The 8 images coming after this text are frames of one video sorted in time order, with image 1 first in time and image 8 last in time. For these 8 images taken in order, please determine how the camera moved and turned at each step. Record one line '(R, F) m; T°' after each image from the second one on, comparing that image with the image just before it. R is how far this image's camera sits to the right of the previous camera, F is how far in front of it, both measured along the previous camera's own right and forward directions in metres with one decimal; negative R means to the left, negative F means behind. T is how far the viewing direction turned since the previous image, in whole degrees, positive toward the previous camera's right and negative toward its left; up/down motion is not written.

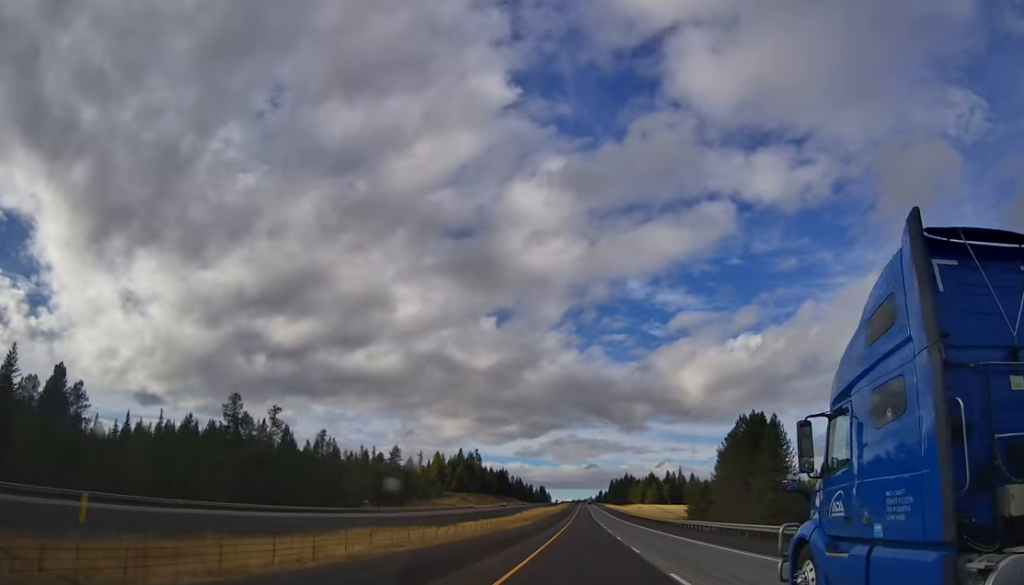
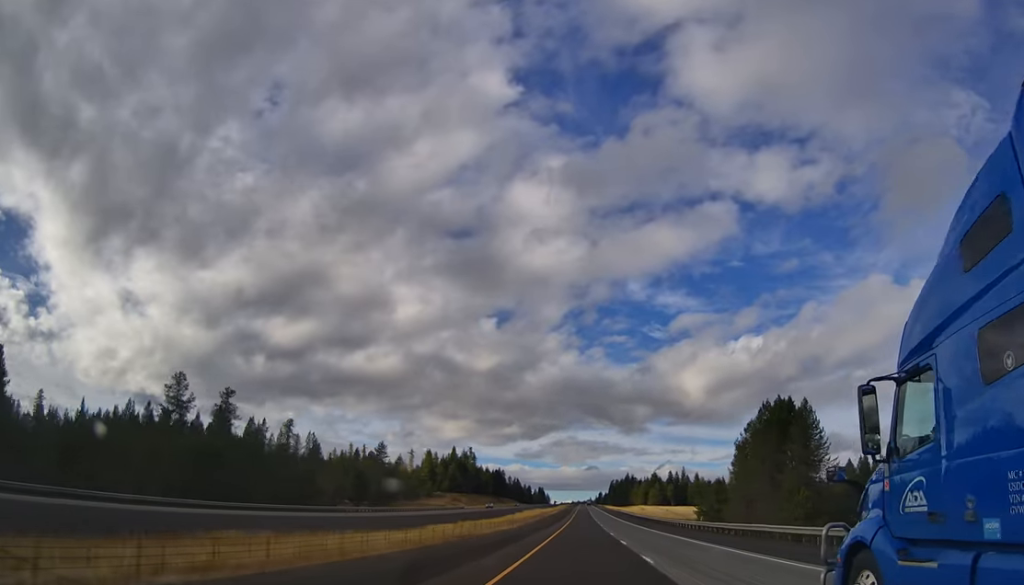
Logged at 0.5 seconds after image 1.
(+0.1, +18.4) m; 0°
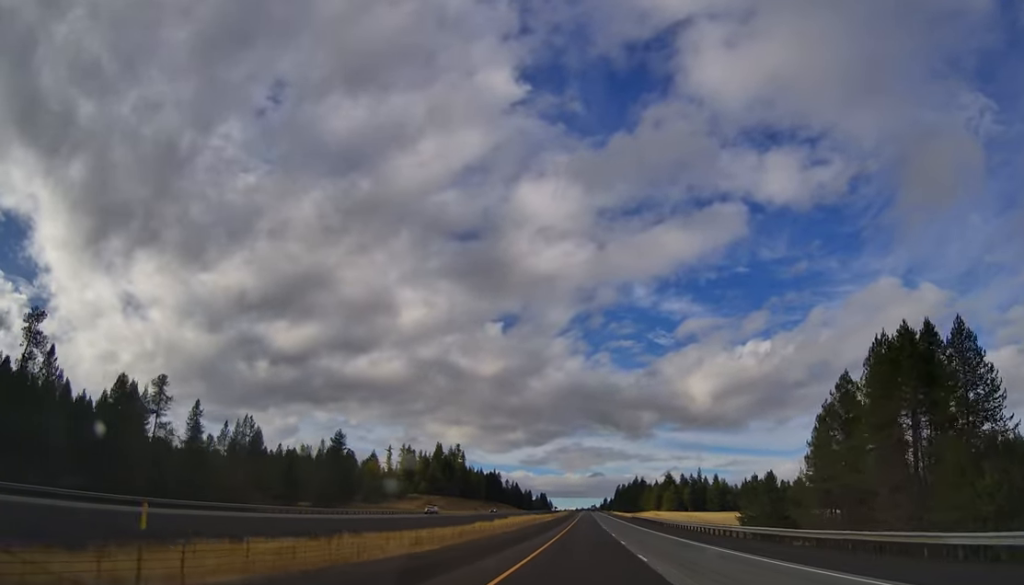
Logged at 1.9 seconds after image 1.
(-0.5, +47.2) m; -1°
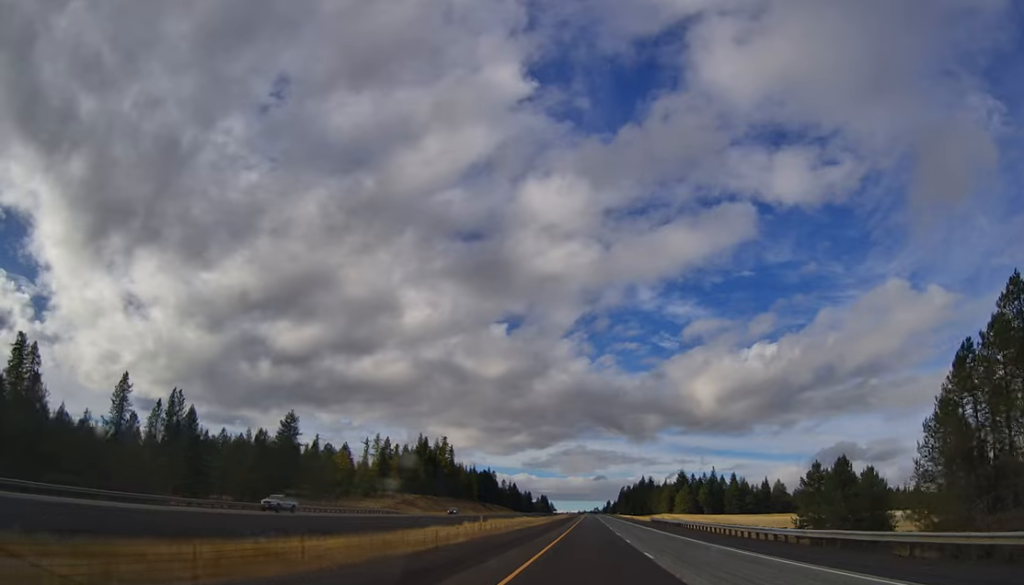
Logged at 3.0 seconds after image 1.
(-0.2, +36.6) m; 0°
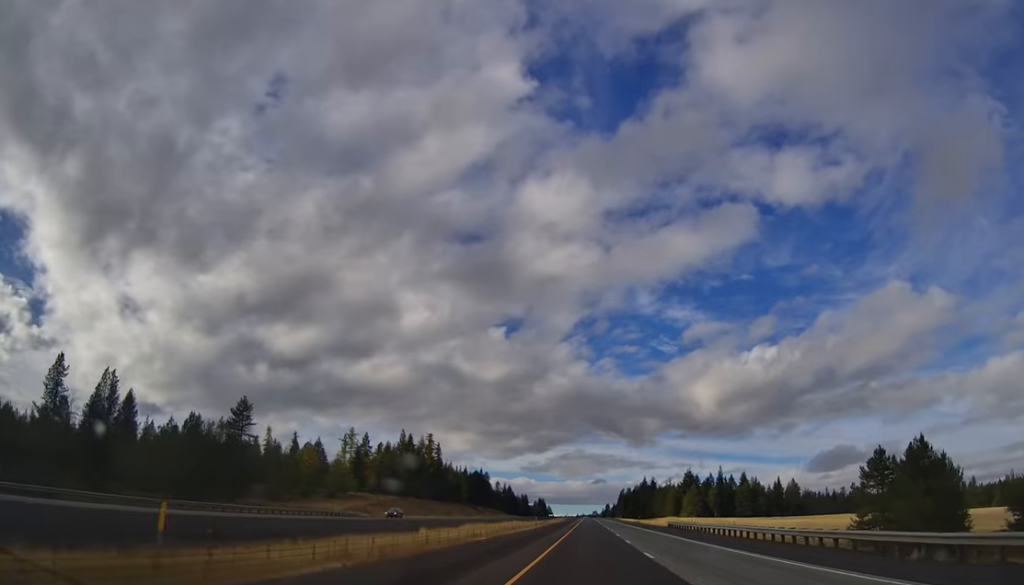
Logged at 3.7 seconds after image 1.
(+0.1, +23.9) m; 0°
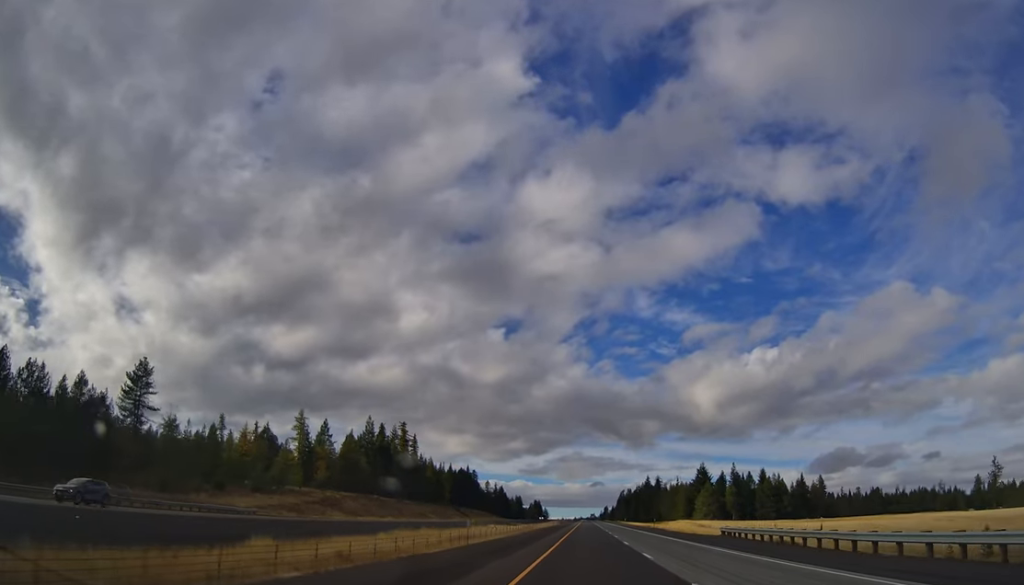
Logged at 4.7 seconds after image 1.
(-0.1, +36.1) m; 0°
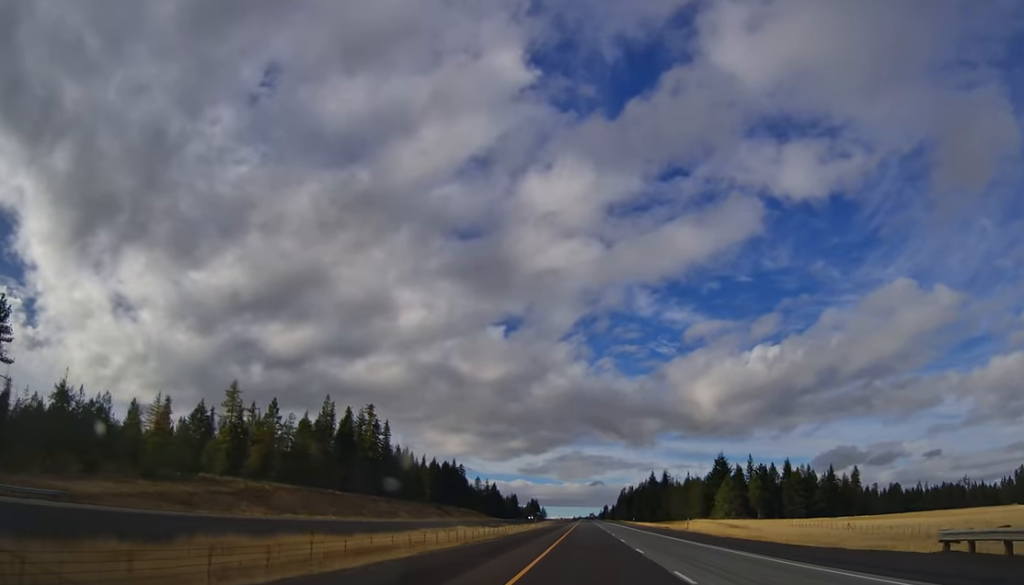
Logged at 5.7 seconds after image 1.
(-0.1, +33.8) m; 0°
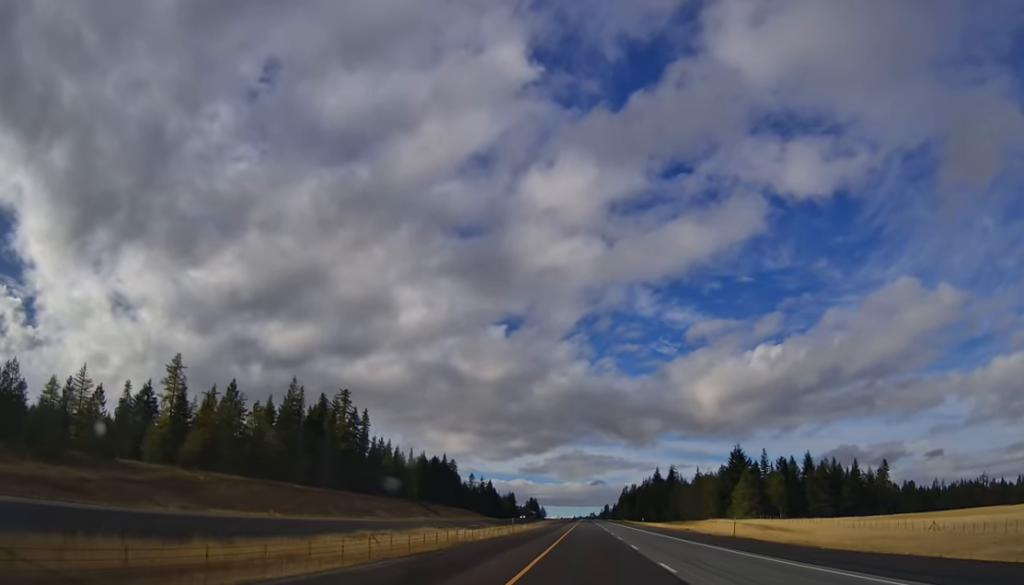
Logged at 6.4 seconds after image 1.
(+0.4, +21.5) m; 0°
